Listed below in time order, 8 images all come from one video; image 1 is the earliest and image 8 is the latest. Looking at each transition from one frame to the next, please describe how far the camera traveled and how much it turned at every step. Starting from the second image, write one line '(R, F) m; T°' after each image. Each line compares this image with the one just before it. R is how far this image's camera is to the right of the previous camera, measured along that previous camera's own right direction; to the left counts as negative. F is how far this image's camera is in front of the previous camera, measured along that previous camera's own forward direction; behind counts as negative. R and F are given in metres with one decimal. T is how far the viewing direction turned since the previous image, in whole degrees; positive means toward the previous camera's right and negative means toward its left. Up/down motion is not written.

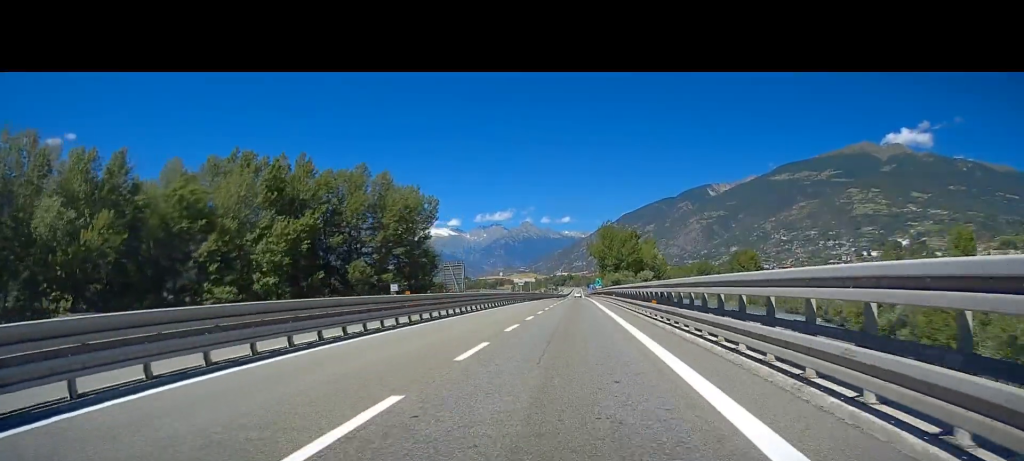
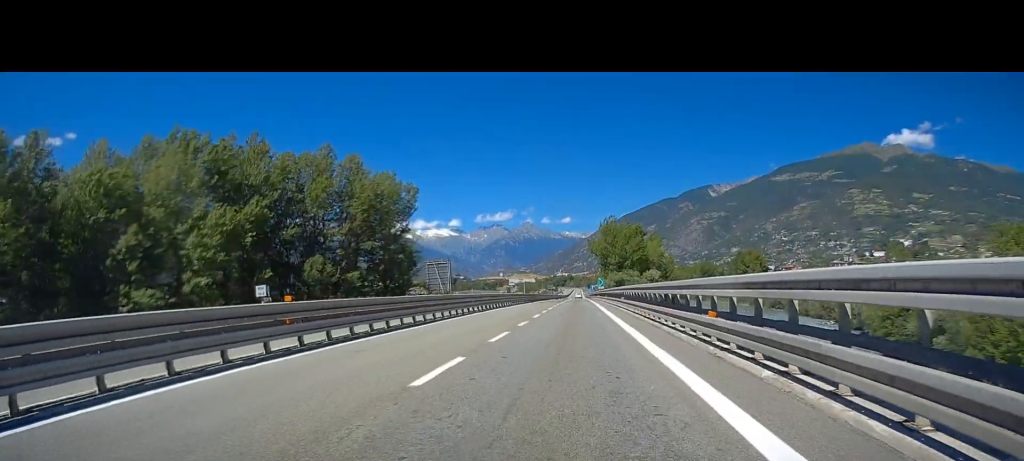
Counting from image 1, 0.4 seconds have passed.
(0.0, +9.7) m; 0°
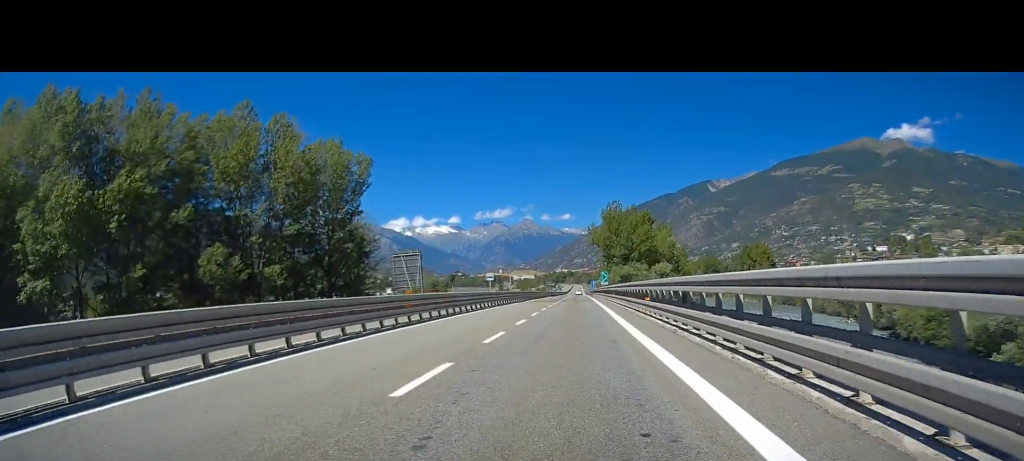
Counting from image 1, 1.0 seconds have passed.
(+0.1, +14.0) m; 0°
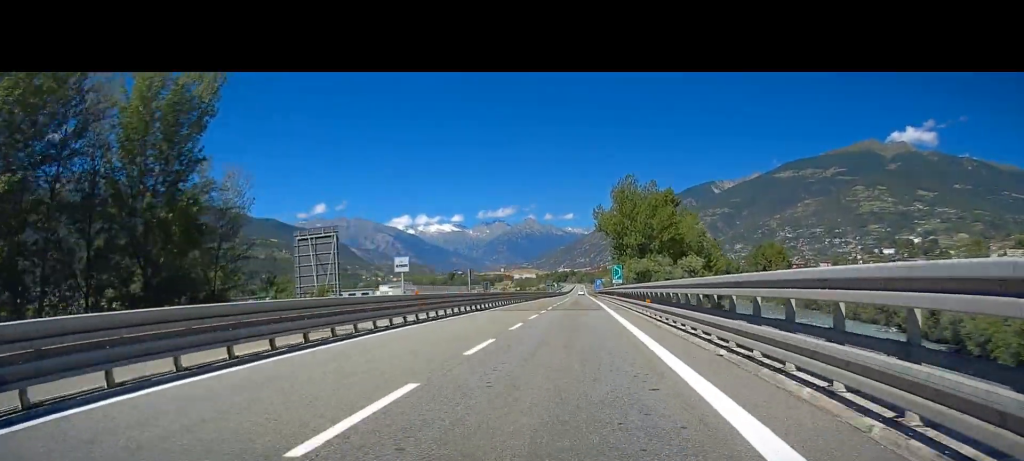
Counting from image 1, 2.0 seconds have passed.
(-0.2, +20.2) m; 0°
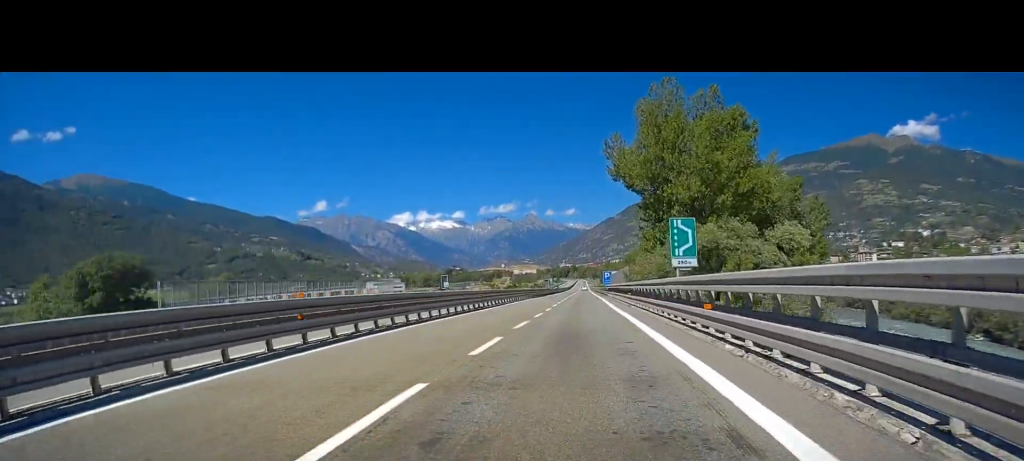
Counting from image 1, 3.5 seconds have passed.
(+0.3, +34.7) m; +1°
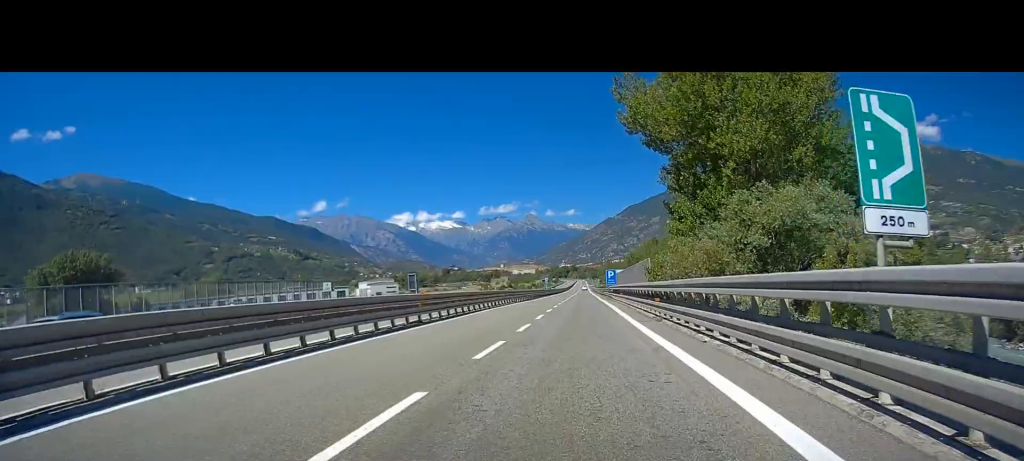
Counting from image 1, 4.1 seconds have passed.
(+0.1, +16.5) m; 0°
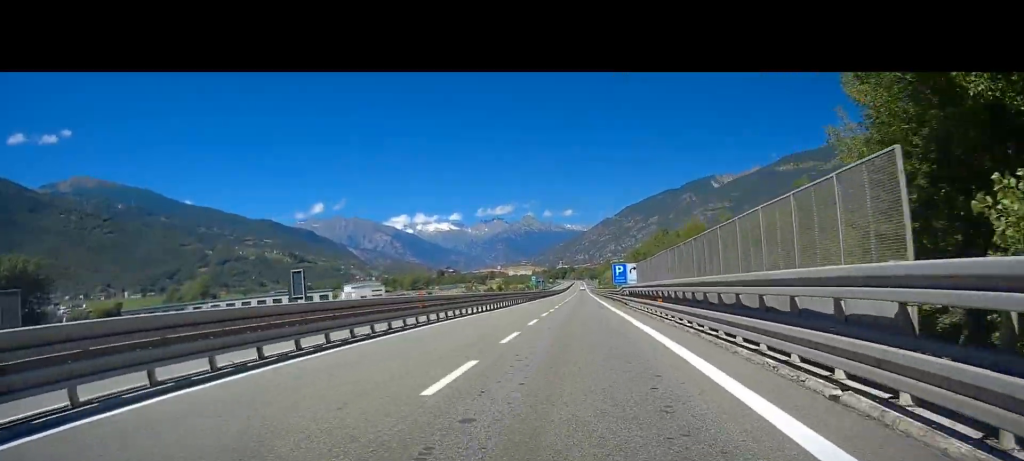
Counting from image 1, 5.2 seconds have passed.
(0.0, +33.4) m; 0°
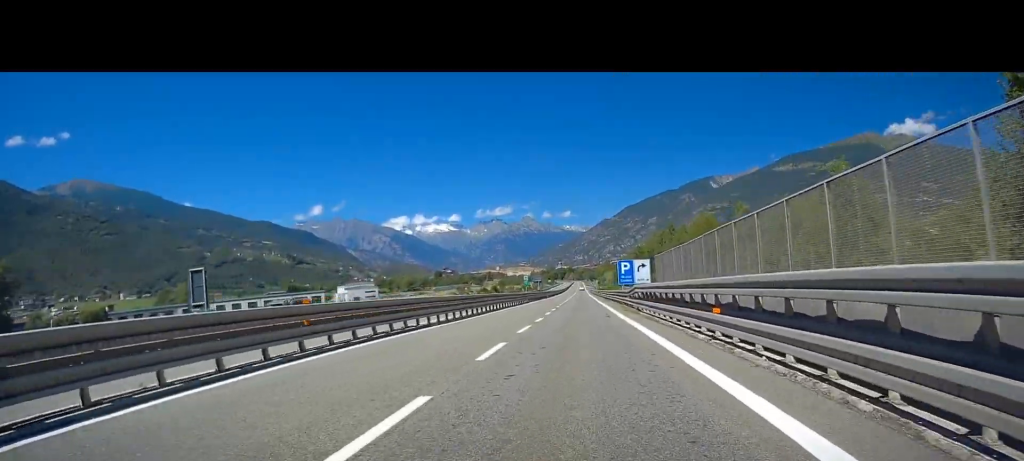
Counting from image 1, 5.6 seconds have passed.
(0.0, +13.4) m; 0°
